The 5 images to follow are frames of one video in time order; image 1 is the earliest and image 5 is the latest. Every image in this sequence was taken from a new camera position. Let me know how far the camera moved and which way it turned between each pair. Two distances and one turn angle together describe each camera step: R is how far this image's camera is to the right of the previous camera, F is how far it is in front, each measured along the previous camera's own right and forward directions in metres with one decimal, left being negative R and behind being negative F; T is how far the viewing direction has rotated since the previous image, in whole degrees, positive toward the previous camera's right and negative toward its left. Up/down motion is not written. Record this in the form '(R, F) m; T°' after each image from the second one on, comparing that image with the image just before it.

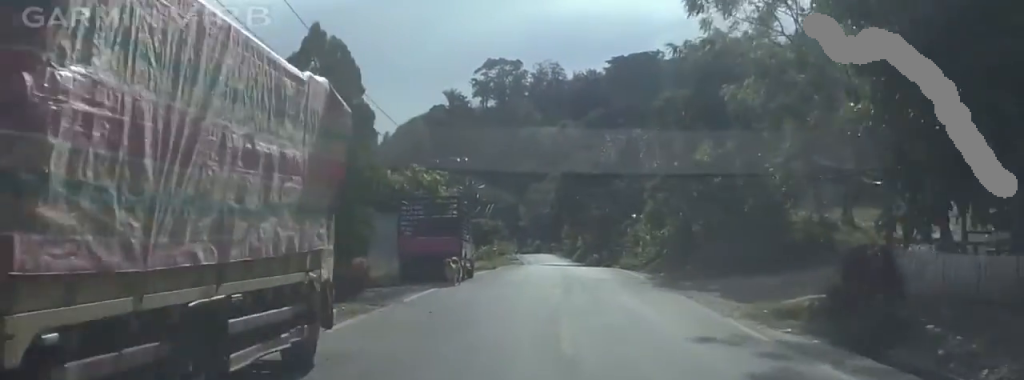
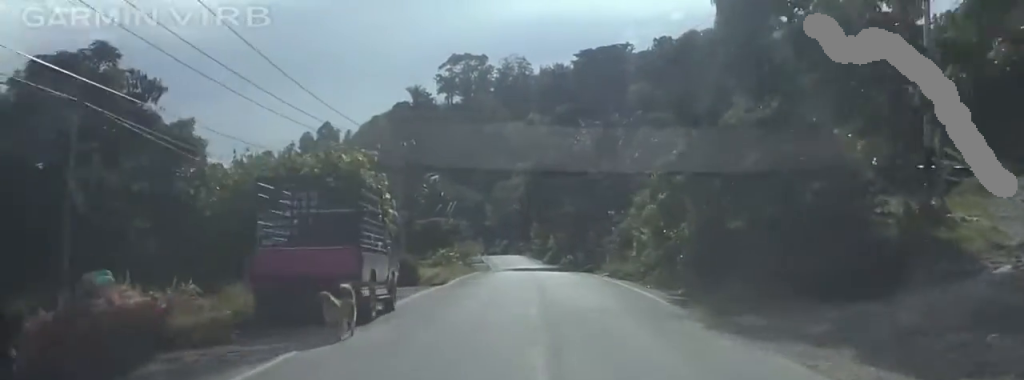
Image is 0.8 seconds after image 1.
(+0.9, +11.0) m; +1°
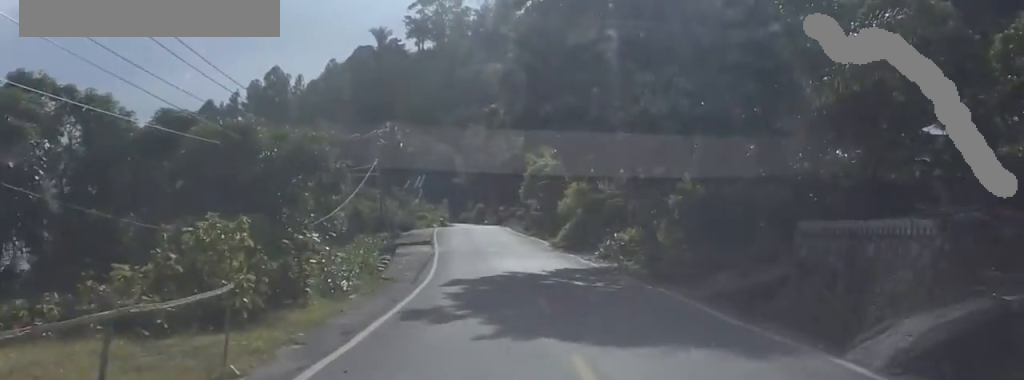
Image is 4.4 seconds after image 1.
(-2.0, +50.1) m; -2°
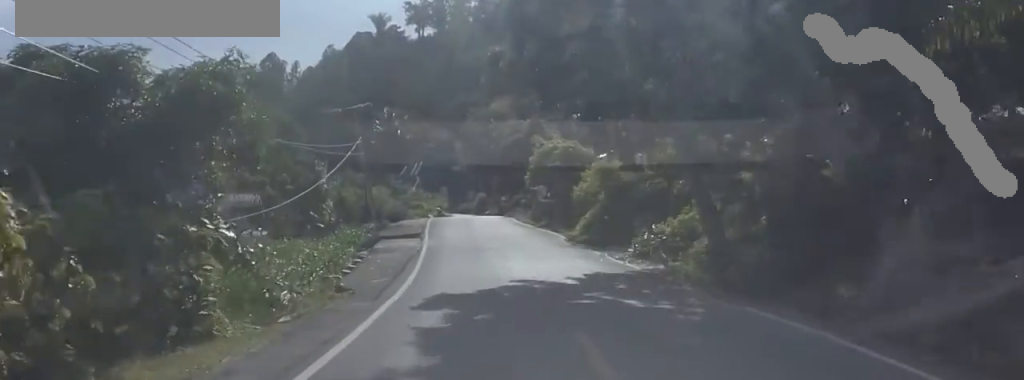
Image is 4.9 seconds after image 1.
(-0.9, +8.0) m; -3°
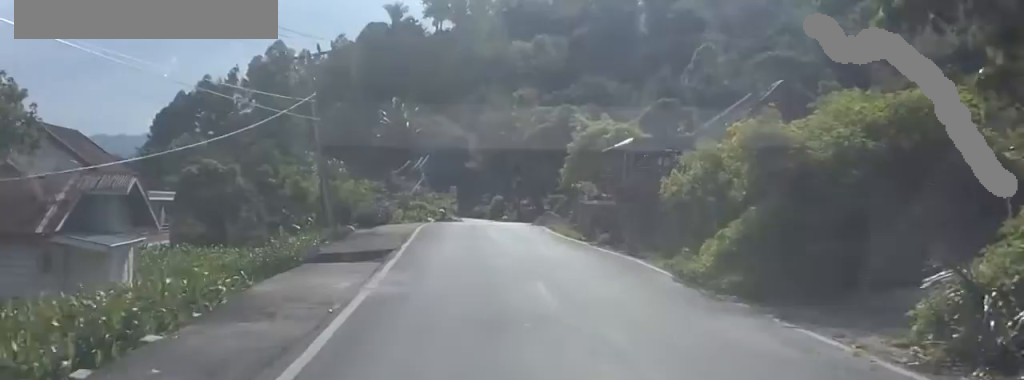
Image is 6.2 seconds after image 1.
(-0.2, +17.8) m; +4°
